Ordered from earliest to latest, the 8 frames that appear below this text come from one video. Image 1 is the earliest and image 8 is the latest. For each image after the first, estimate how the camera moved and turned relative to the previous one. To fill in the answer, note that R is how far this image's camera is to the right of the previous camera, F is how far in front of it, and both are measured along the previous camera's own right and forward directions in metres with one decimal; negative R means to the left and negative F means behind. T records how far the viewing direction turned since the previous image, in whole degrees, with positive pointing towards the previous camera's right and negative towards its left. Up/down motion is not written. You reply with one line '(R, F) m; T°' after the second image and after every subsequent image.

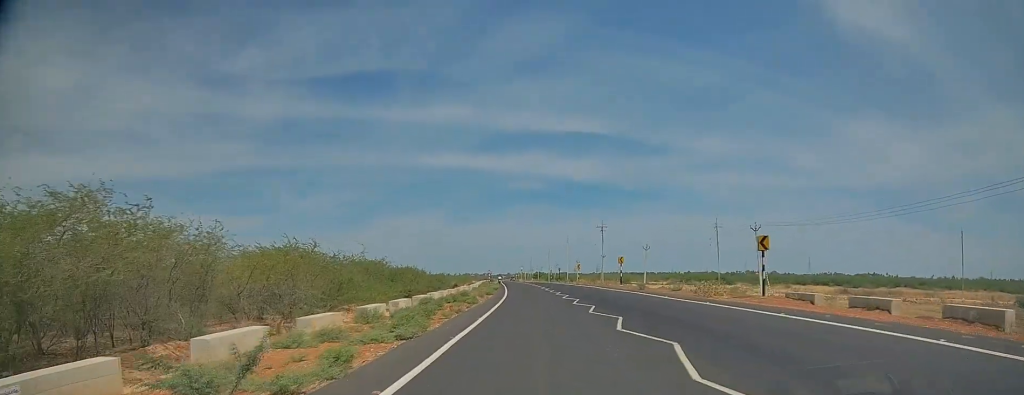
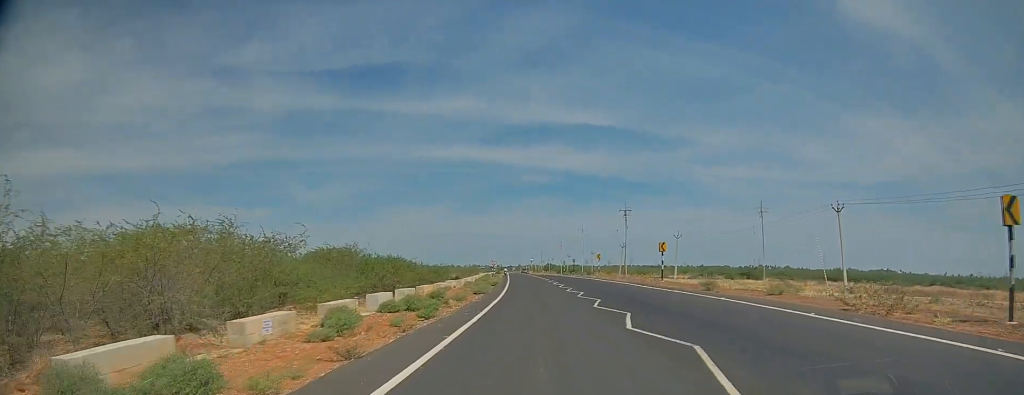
(-0.3, +13.7) m; -2°
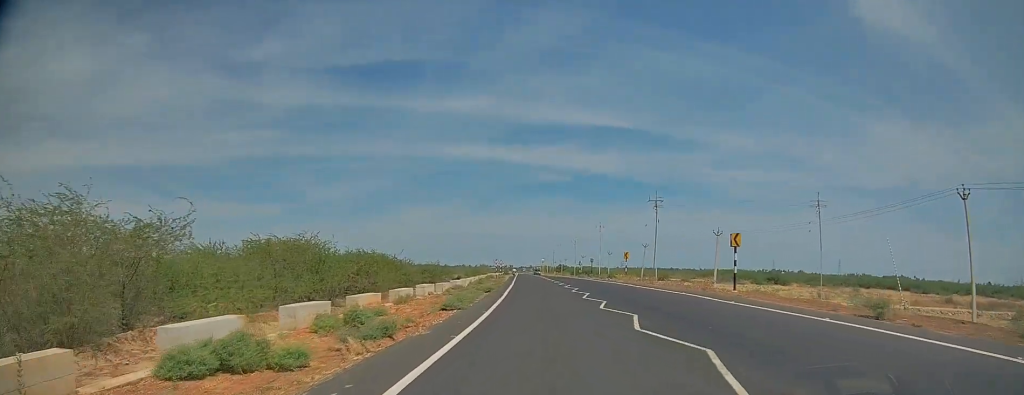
(-0.3, +12.6) m; 0°
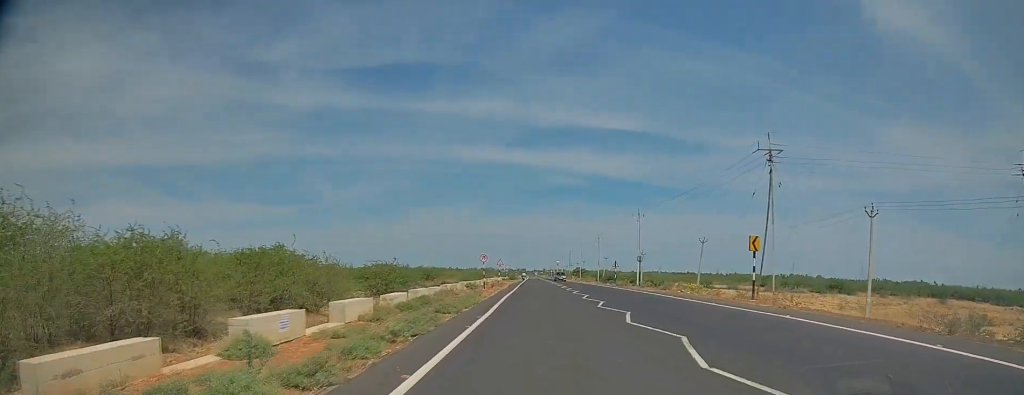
(-0.3, +28.7) m; -2°
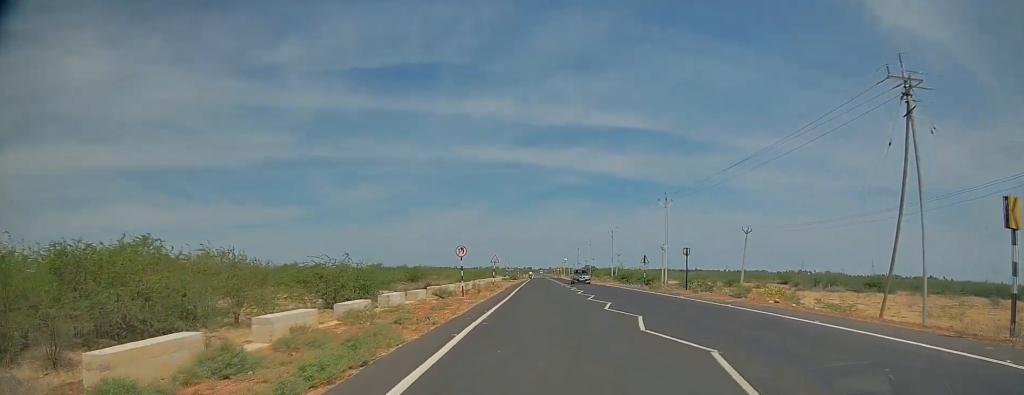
(0.0, +14.1) m; 0°
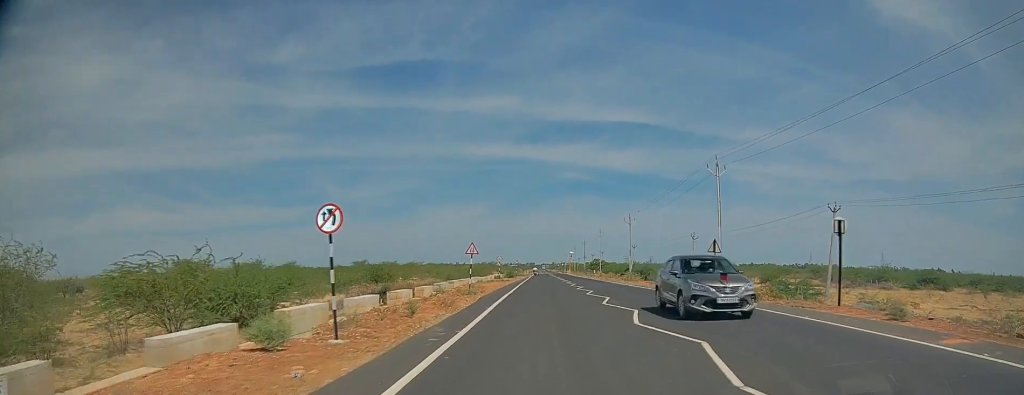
(-0.1, +18.1) m; -2°
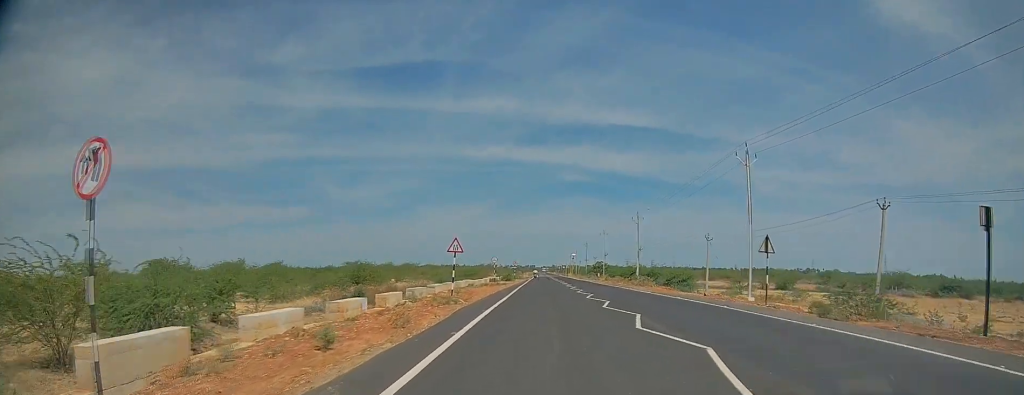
(-0.2, +6.5) m; 0°
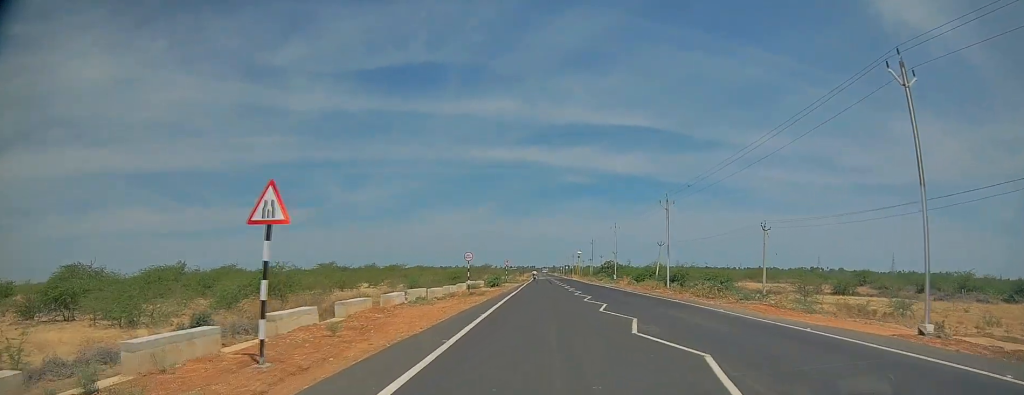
(+0.2, +18.7) m; +2°
